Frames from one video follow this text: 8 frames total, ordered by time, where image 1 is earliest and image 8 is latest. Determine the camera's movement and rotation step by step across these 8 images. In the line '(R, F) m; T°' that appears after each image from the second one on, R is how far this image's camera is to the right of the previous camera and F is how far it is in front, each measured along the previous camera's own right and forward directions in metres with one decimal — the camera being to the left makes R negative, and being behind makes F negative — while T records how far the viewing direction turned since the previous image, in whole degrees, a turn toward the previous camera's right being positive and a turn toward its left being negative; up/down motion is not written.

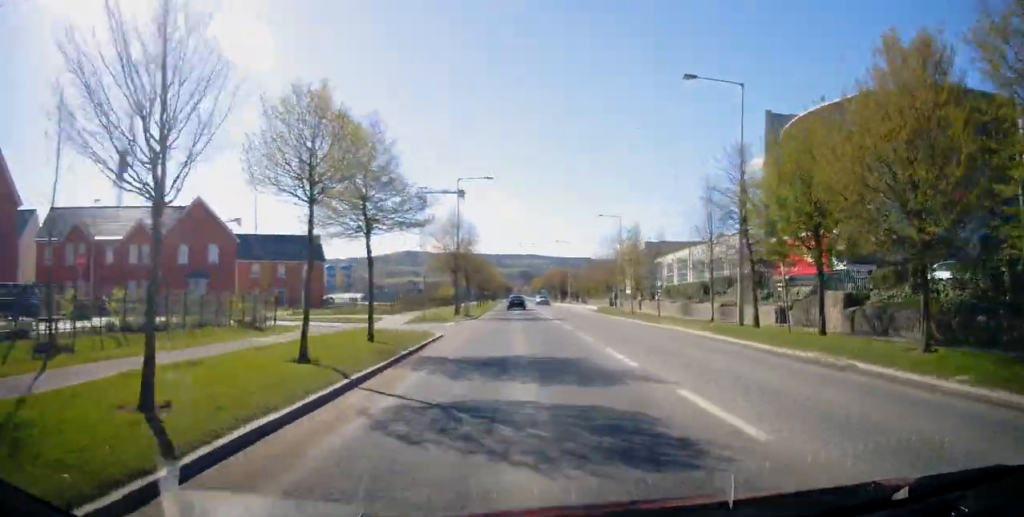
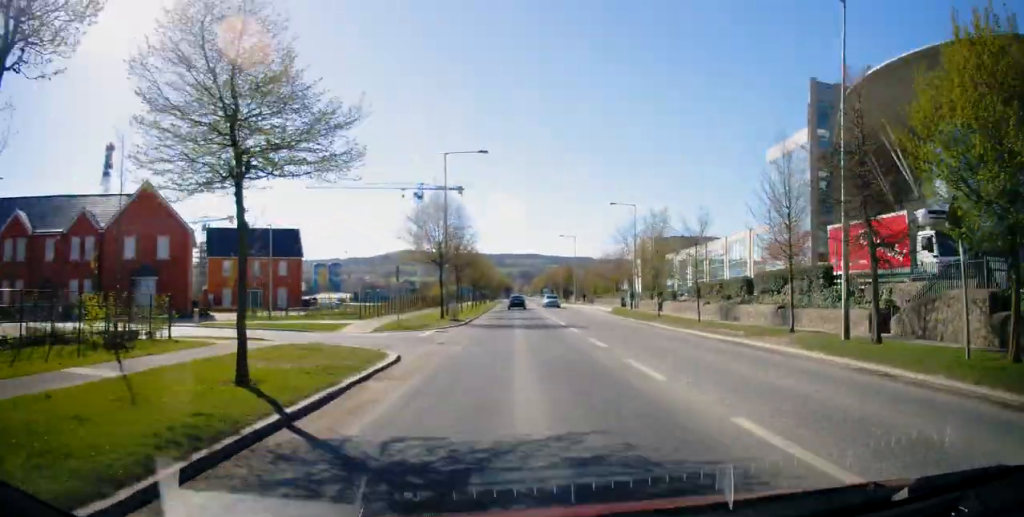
(-0.1, +7.9) m; -2°
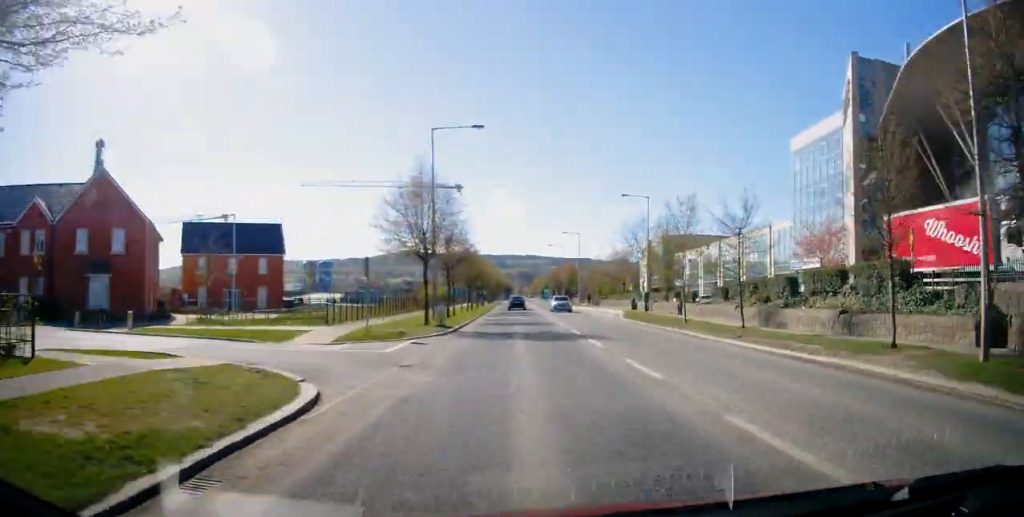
(-0.1, +5.7) m; -1°
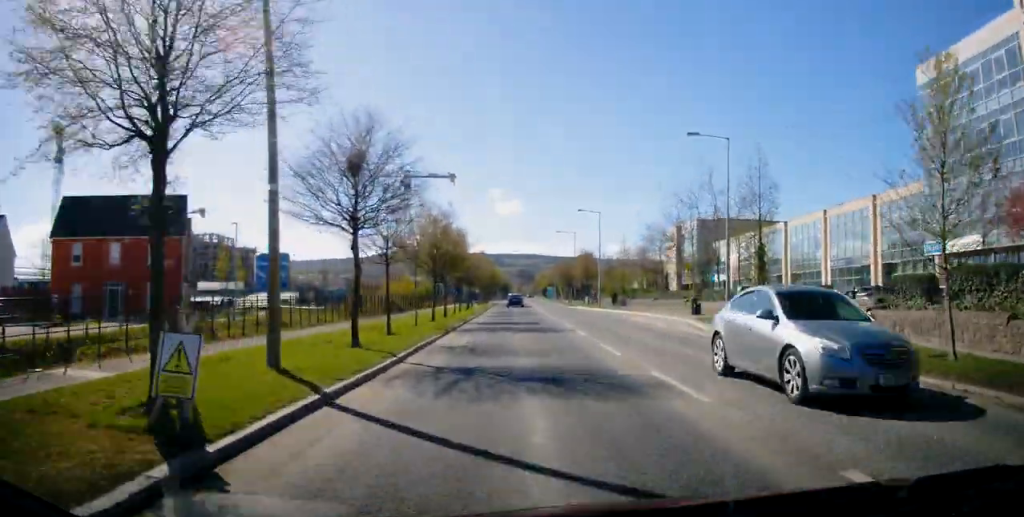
(-0.4, +20.0) m; 0°
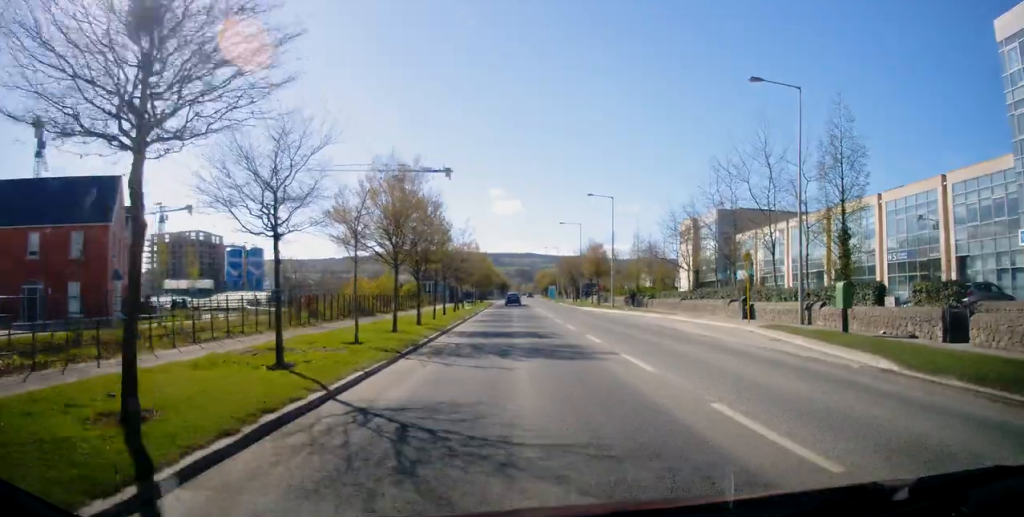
(+0.1, +8.6) m; +1°
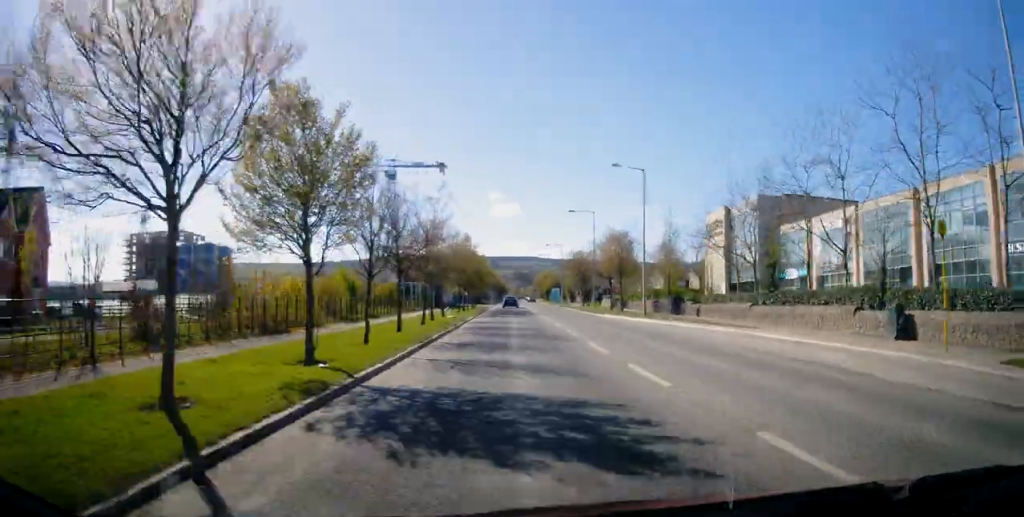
(+0.2, +12.6) m; +1°
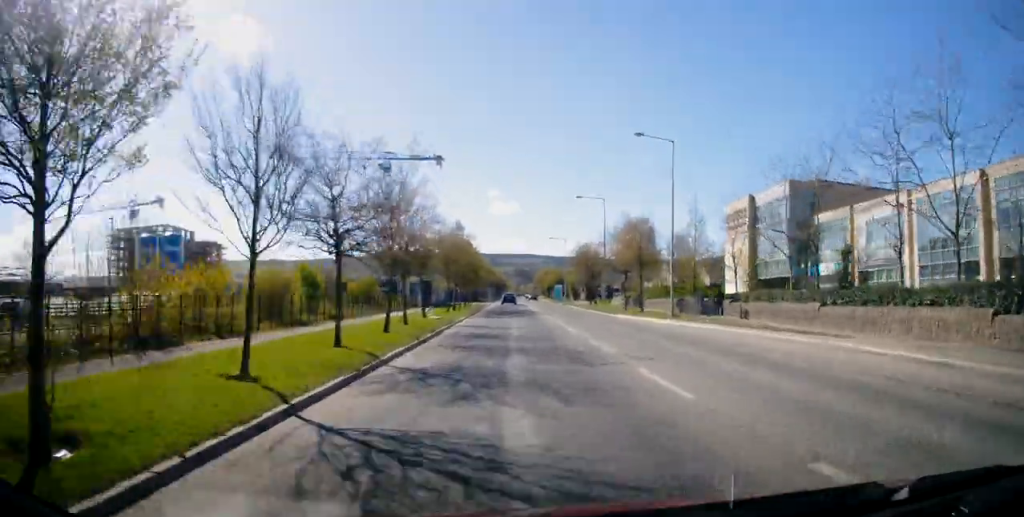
(0.0, +7.0) m; 0°
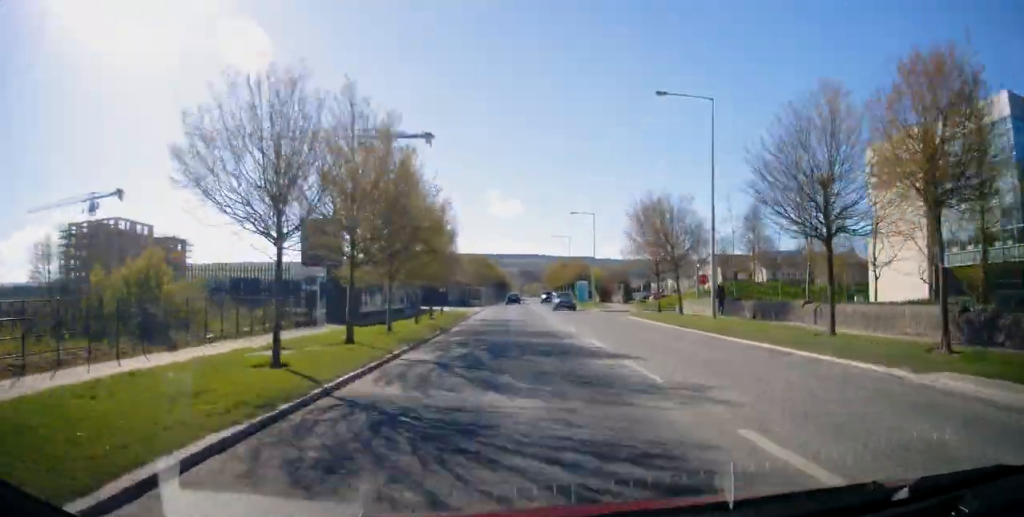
(0.0, +27.6) m; -1°
